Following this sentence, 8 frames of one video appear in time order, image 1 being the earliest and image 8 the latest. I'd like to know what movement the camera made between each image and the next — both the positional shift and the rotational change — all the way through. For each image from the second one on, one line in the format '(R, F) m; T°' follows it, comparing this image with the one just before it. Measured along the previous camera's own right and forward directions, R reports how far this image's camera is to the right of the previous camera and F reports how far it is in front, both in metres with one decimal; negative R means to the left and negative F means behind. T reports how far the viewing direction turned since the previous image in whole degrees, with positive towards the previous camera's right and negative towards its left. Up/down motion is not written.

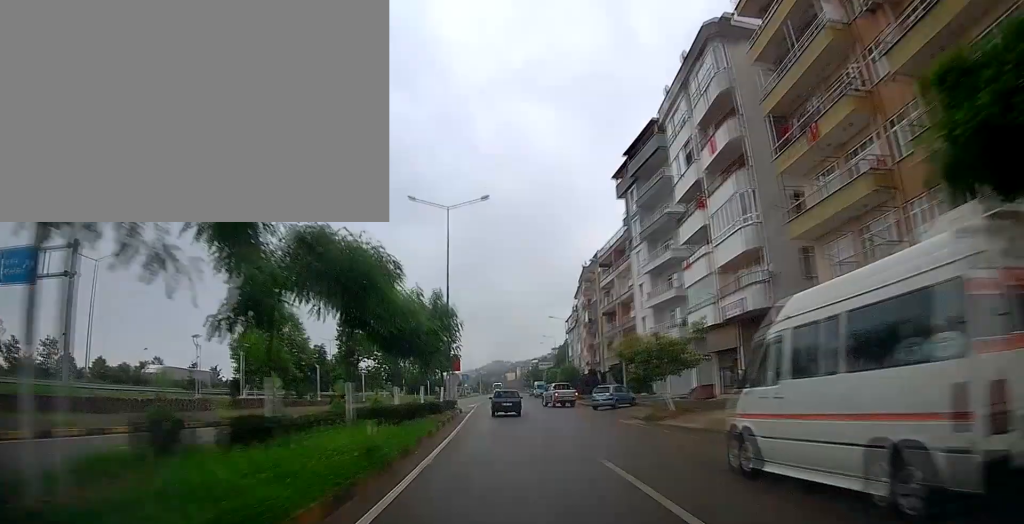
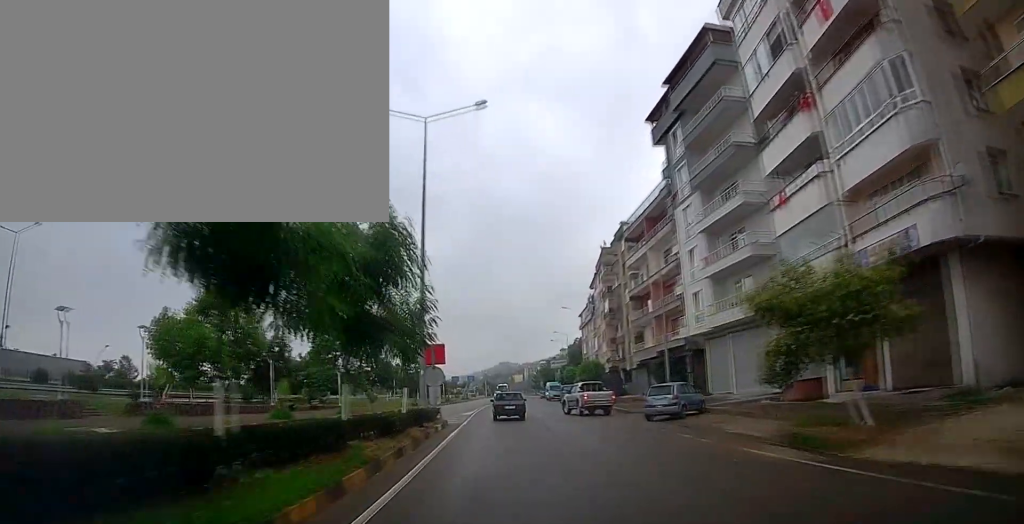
(0.0, +12.3) m; 0°
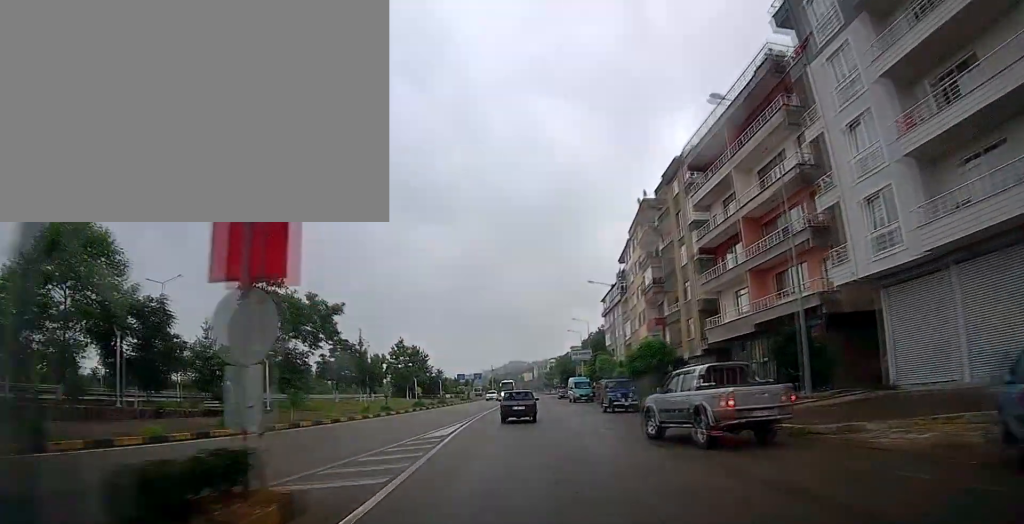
(0.0, +18.5) m; 0°
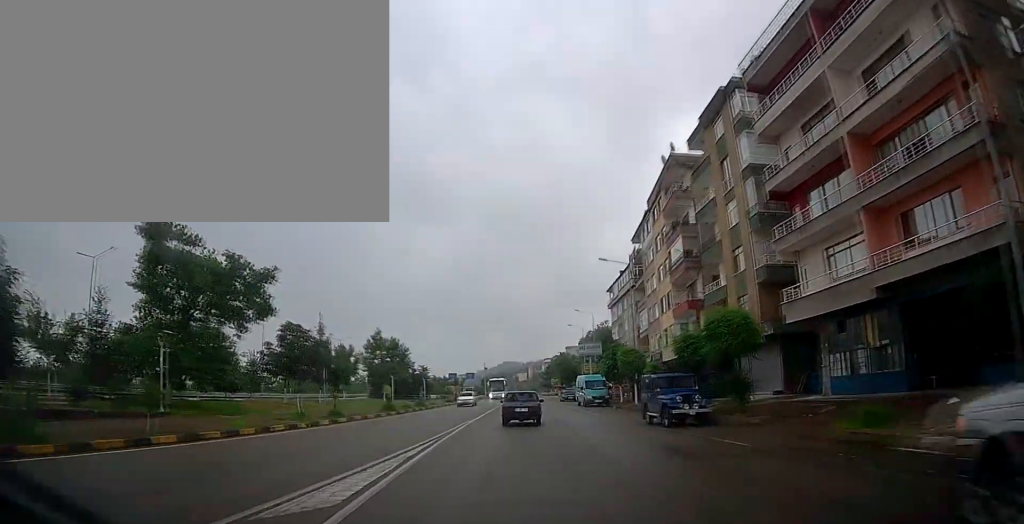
(0.0, +11.5) m; +1°
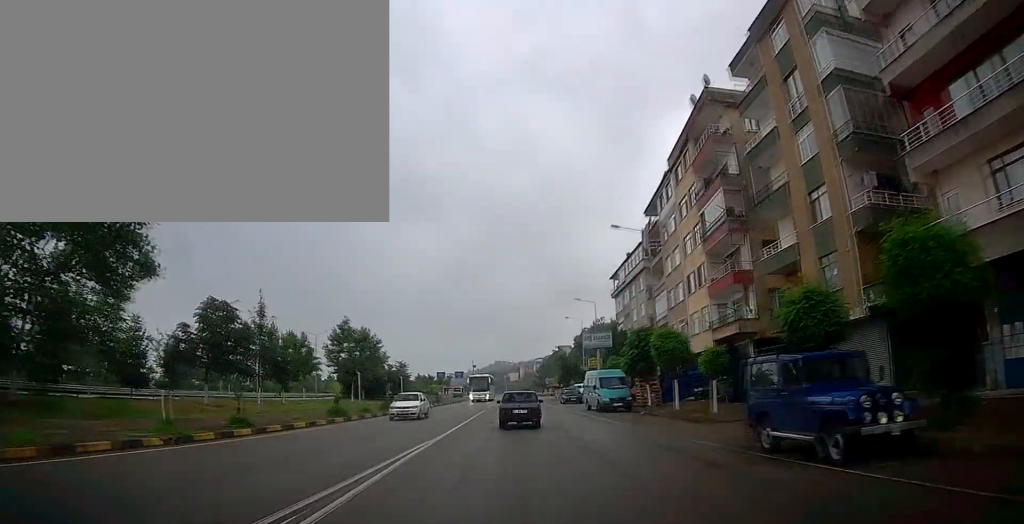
(+0.1, +11.2) m; +1°
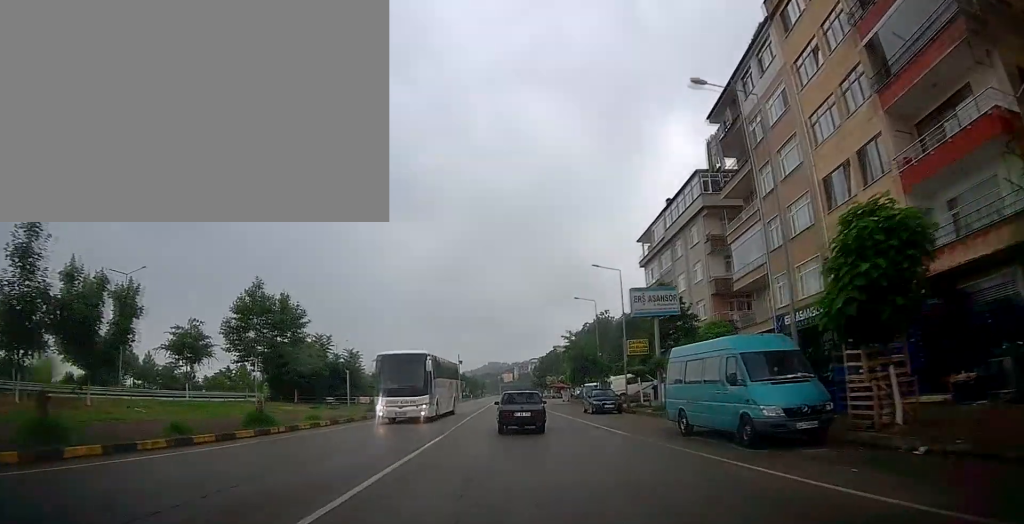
(0.0, +21.1) m; -2°
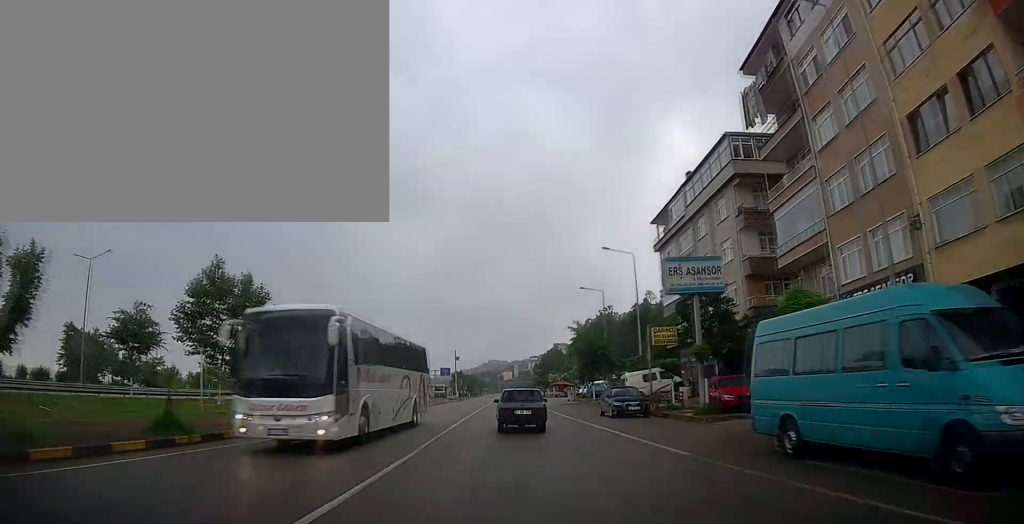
(0.0, +6.2) m; 0°
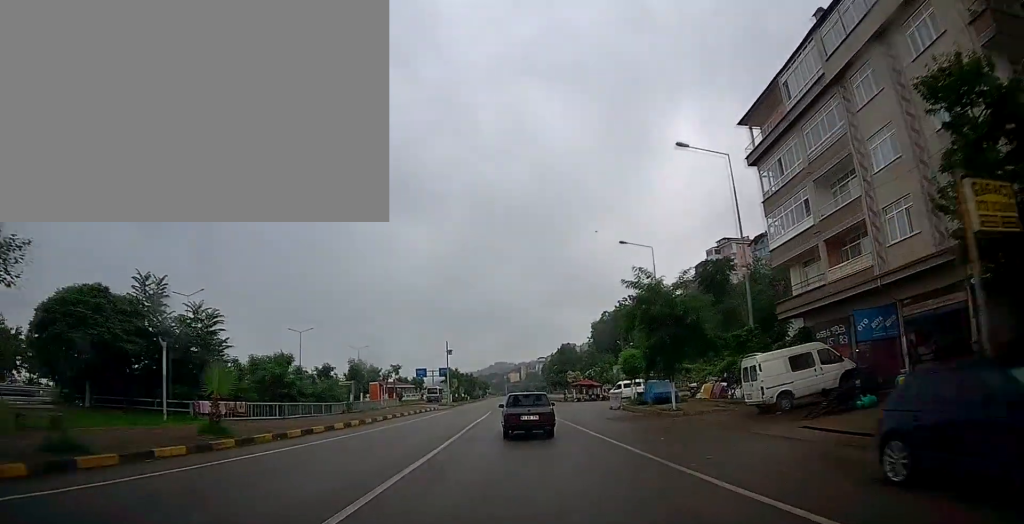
(0.0, +21.8) m; +2°
